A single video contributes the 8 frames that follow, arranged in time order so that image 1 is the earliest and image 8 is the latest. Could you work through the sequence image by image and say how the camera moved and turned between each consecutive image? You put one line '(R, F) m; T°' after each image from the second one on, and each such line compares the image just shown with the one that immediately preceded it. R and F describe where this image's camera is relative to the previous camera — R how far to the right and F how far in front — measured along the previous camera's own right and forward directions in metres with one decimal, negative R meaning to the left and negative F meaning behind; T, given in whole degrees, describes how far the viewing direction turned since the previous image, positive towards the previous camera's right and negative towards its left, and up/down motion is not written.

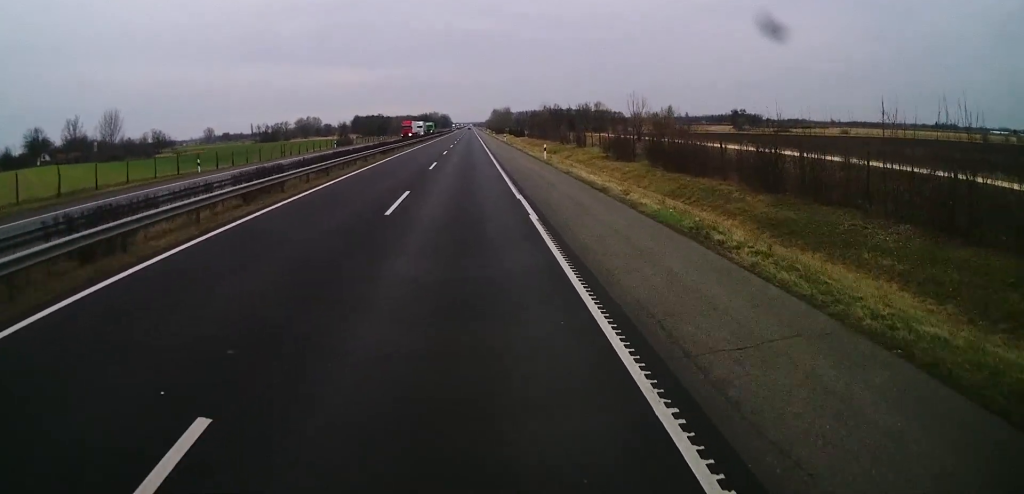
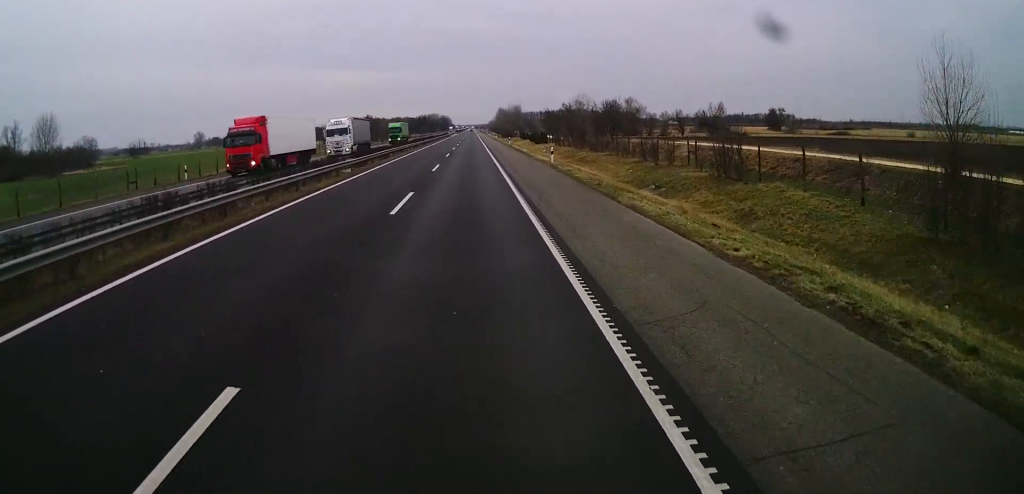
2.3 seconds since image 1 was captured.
(0.0, +54.4) m; 0°
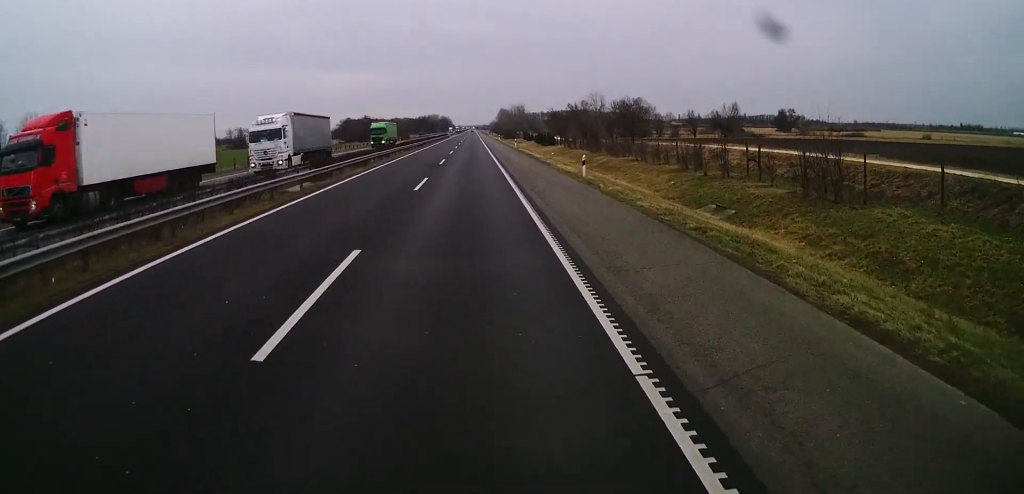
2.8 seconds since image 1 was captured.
(0.0, +11.6) m; 0°
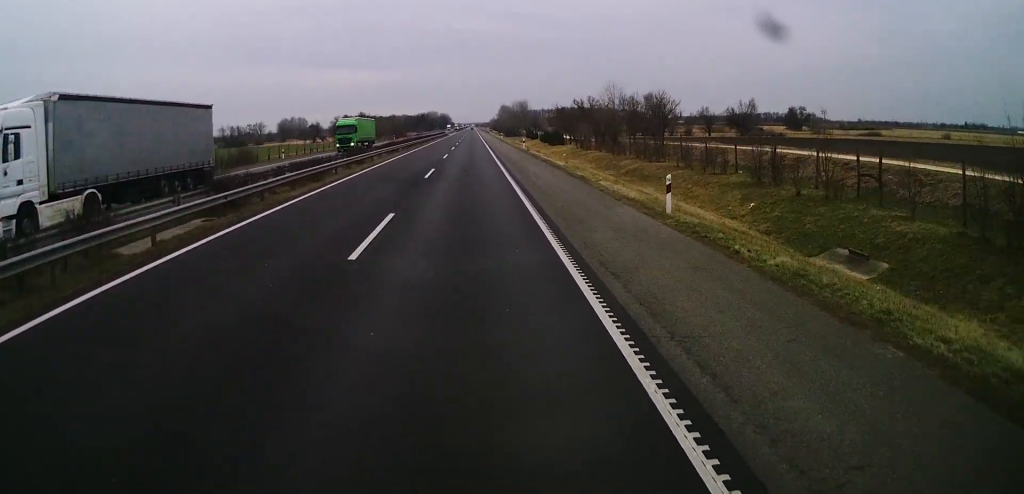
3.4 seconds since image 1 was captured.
(0.0, +13.2) m; 0°
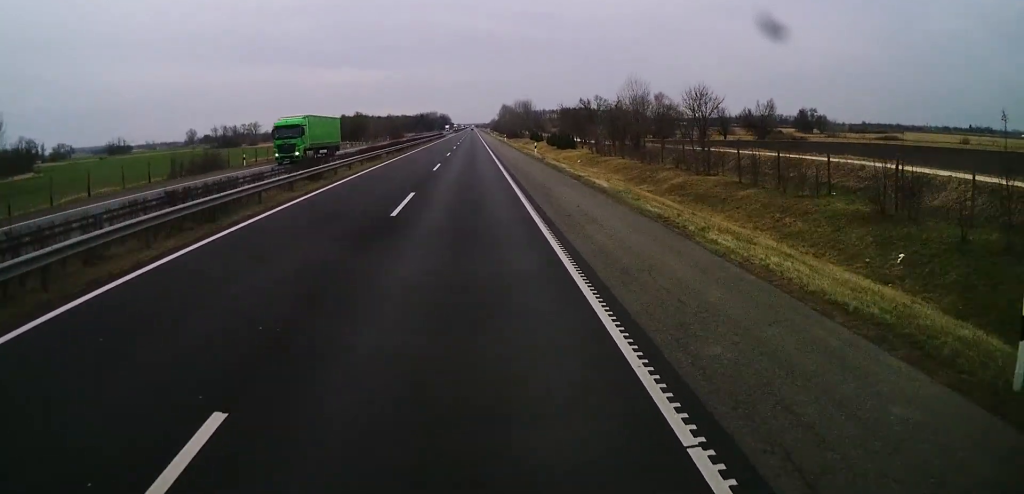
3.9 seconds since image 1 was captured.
(0.0, +12.4) m; 0°
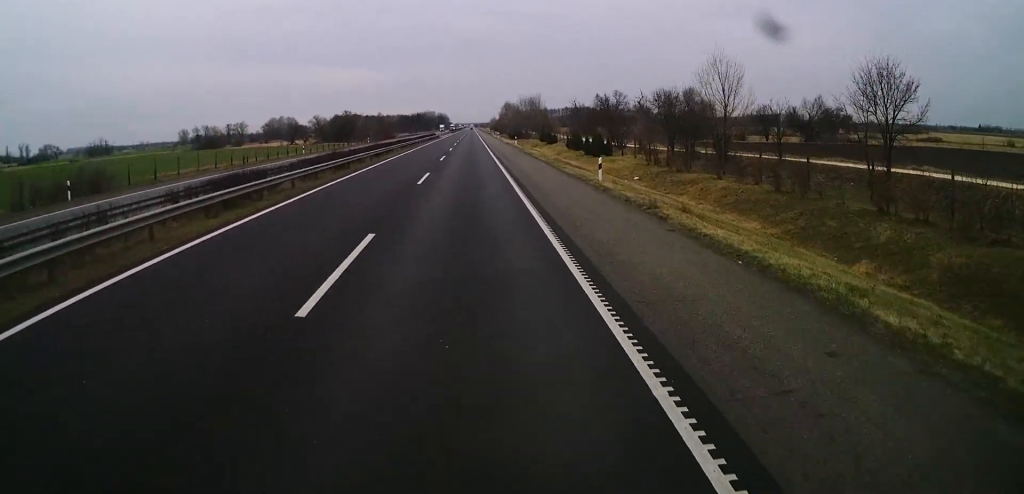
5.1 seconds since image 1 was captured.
(0.0, +27.7) m; 0°
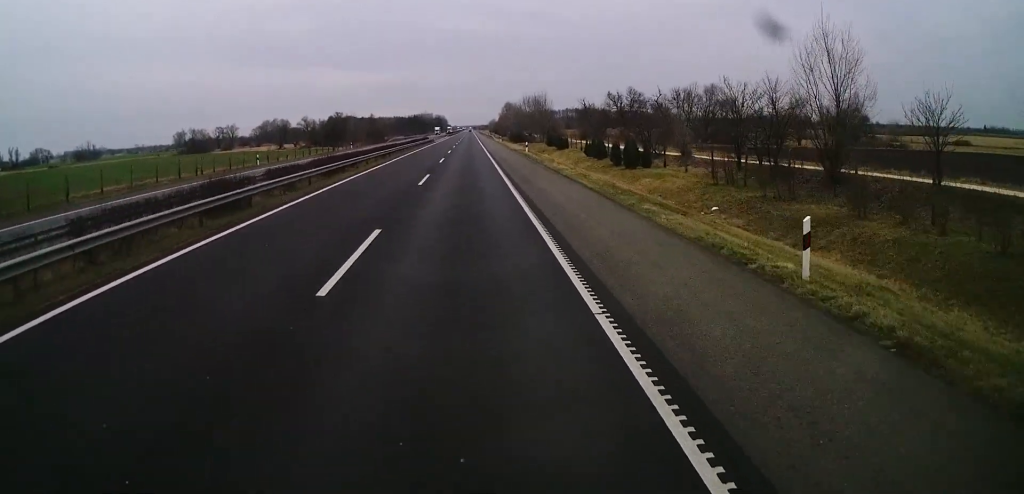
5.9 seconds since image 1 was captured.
(0.0, +17.0) m; 0°
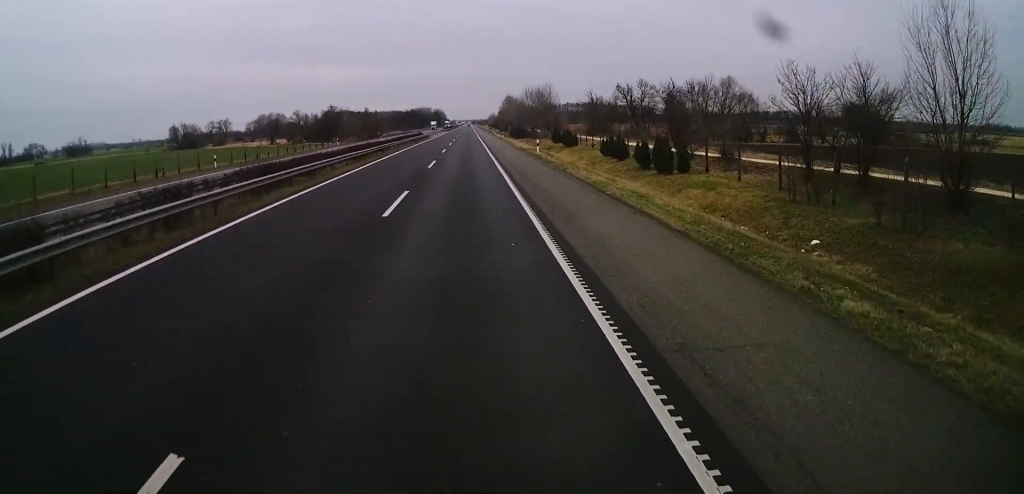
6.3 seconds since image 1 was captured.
(0.0, +10.9) m; 0°
